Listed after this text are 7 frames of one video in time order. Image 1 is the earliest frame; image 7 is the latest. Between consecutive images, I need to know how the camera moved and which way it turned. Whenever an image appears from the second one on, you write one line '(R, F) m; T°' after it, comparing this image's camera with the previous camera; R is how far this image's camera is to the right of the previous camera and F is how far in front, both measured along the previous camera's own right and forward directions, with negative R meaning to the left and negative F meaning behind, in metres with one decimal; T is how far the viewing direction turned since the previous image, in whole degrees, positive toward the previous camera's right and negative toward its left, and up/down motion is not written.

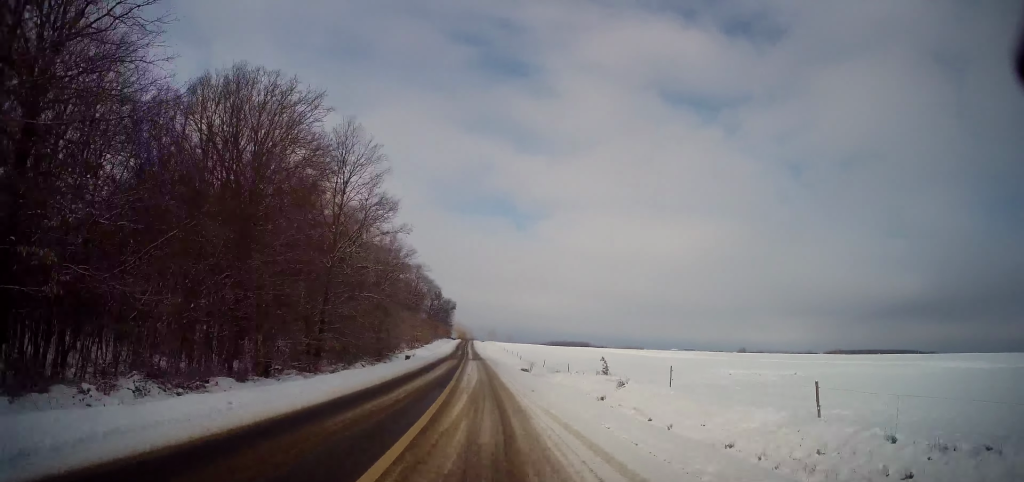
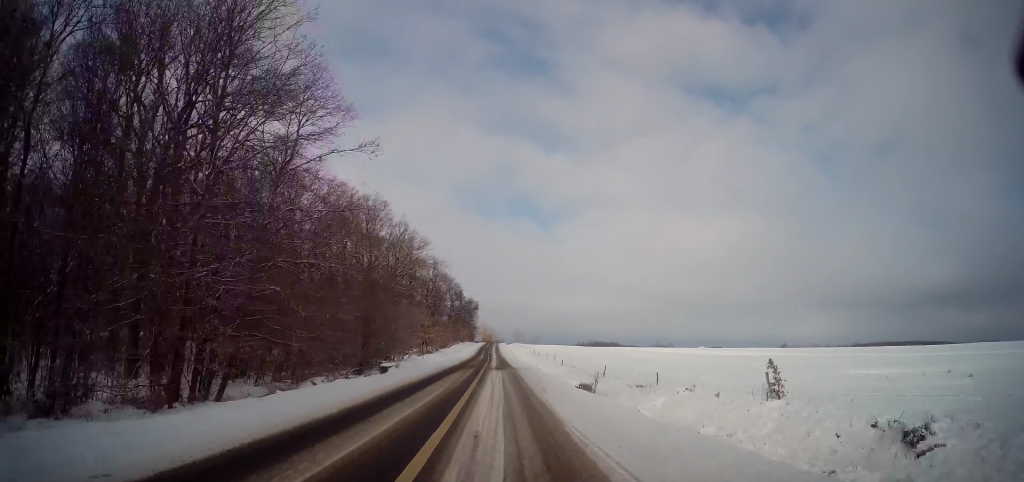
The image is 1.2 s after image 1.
(-0.5, +16.1) m; -1°
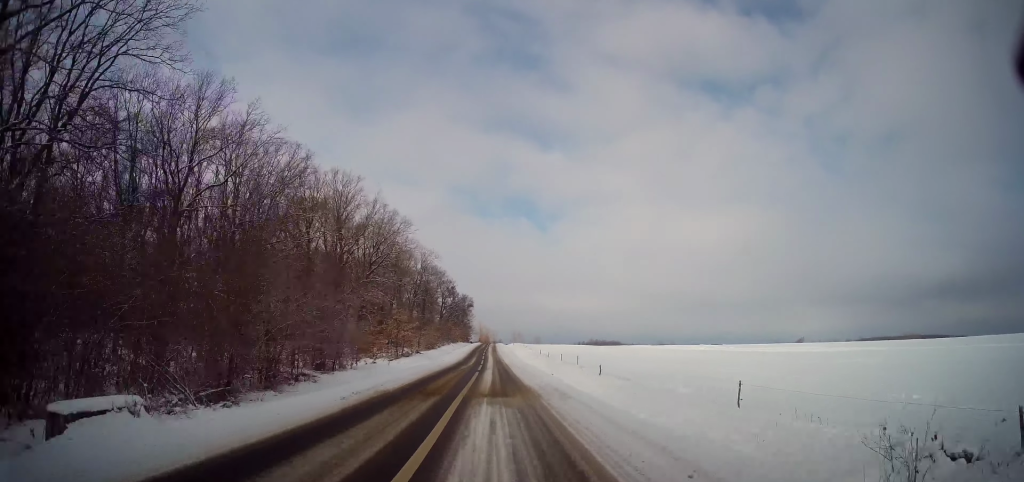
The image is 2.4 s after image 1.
(-0.1, +18.0) m; -1°
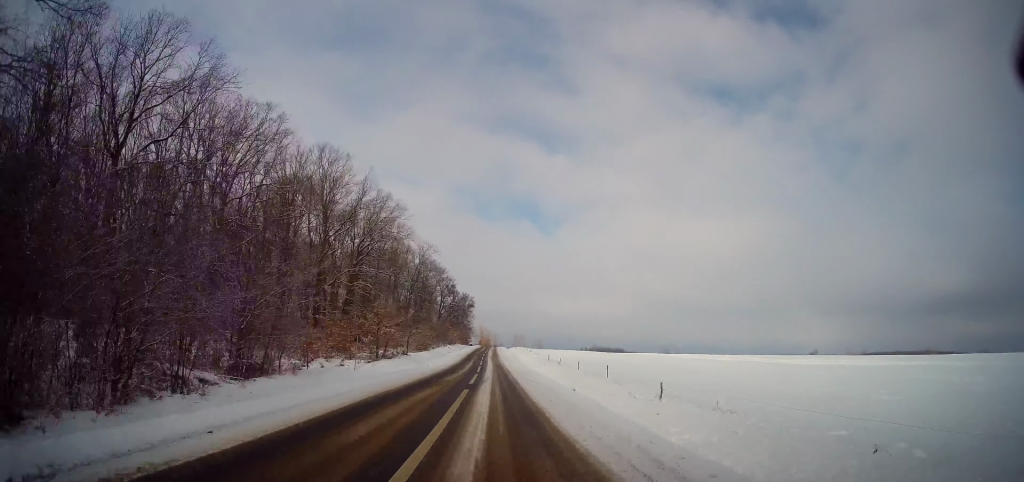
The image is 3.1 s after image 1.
(-0.2, +10.3) m; -1°
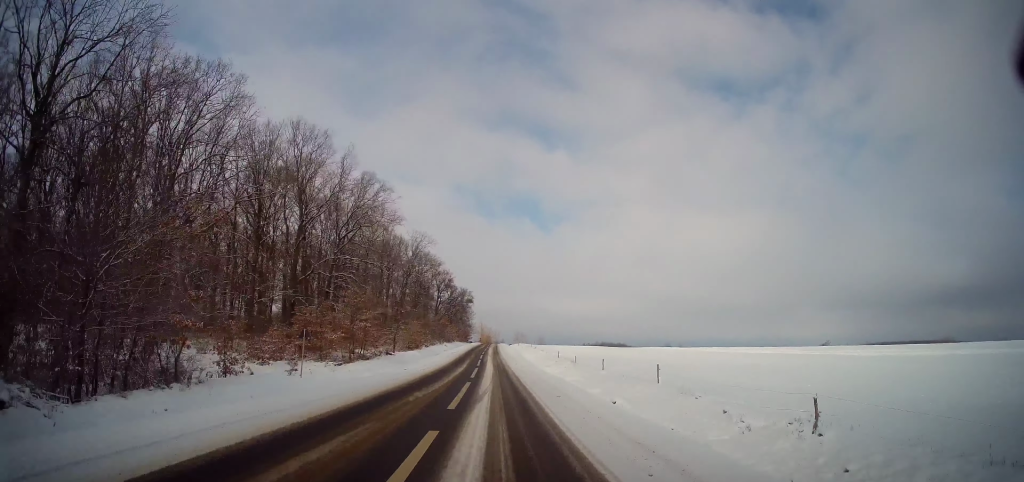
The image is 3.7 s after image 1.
(0.0, +9.2) m; 0°
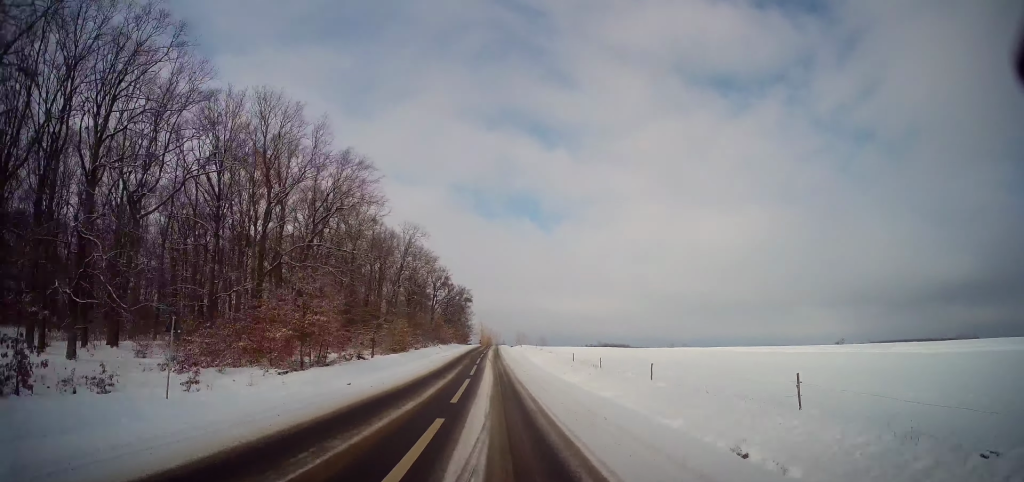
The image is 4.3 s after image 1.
(0.0, +10.0) m; 0°
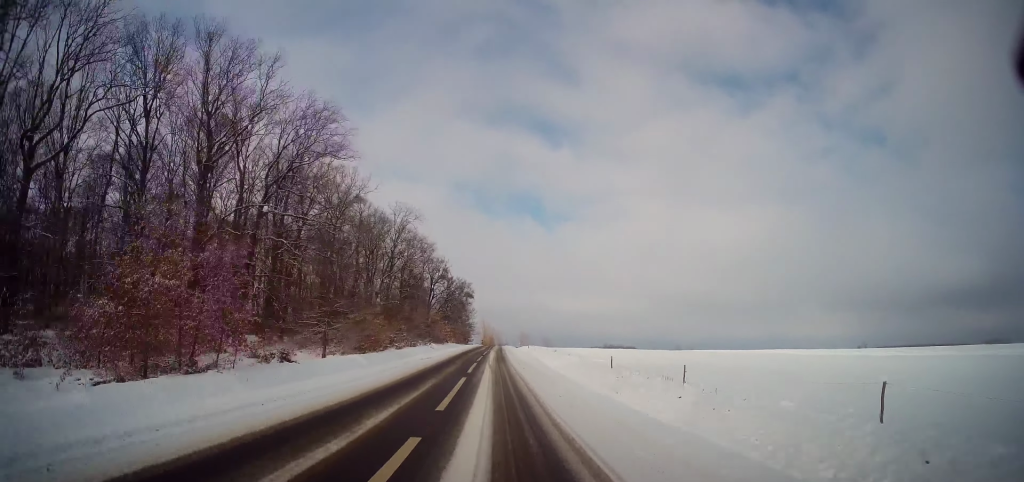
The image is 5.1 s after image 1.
(0.0, +14.3) m; 0°
